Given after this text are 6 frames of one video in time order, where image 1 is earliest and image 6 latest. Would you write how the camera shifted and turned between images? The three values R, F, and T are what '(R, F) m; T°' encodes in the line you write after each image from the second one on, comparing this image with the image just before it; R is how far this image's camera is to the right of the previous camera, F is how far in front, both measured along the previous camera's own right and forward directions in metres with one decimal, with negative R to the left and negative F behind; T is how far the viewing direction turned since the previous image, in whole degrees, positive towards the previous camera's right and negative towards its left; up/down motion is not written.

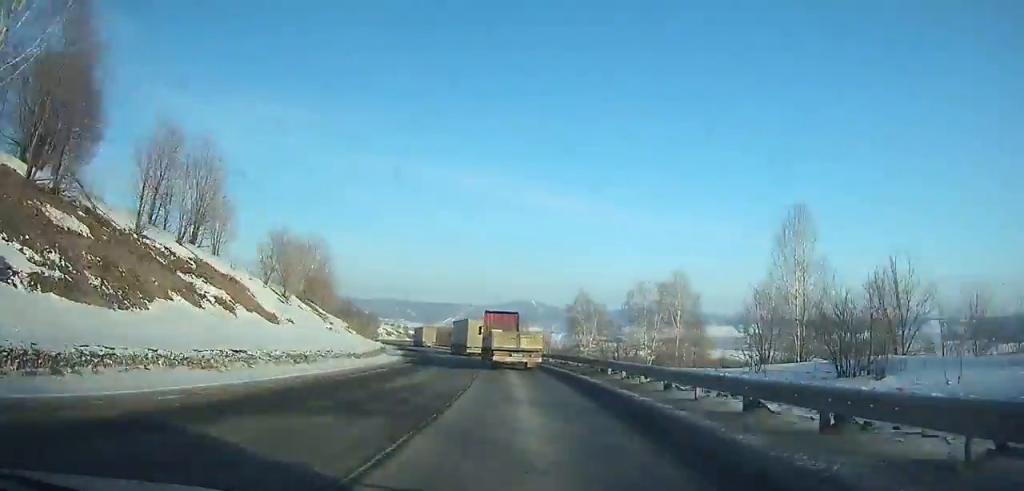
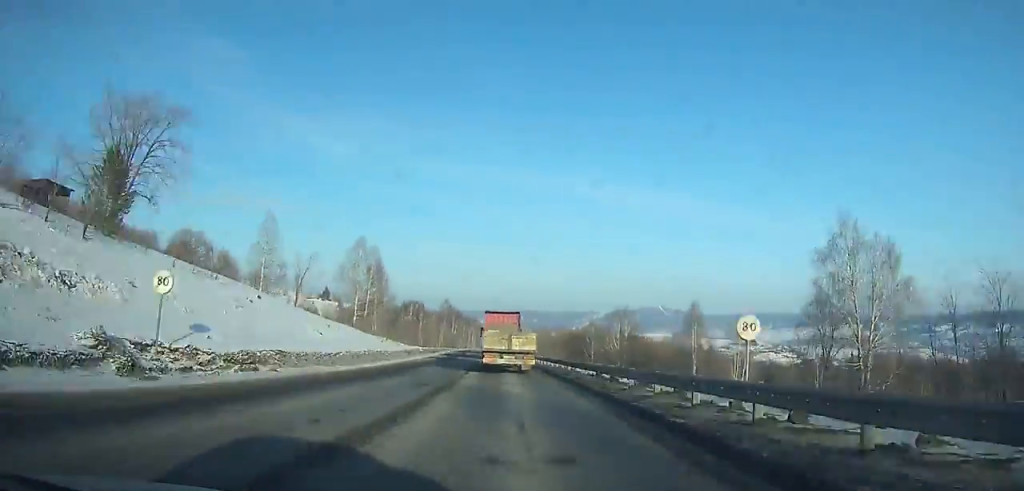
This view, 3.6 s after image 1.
(-5.9, +65.9) m; -8°
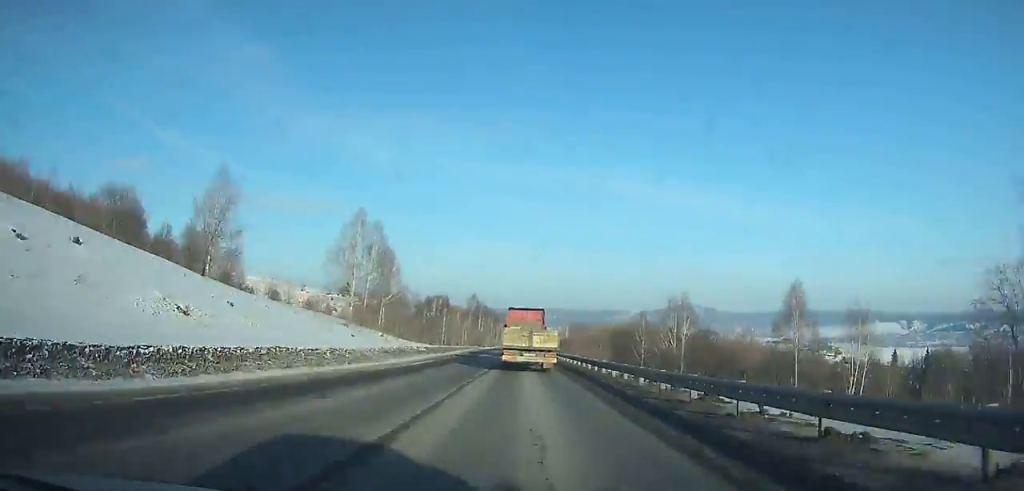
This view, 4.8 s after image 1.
(-0.5, +22.2) m; -2°
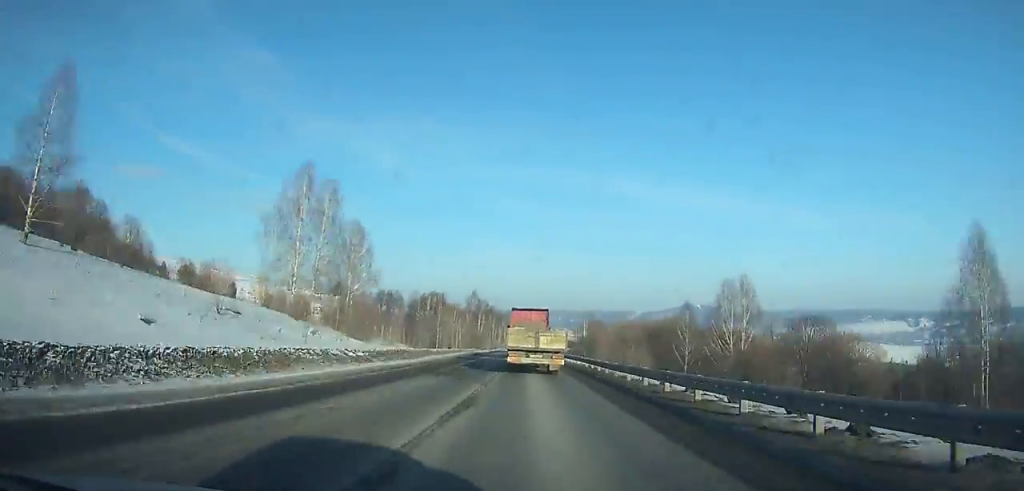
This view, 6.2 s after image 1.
(-0.3, +25.8) m; -1°
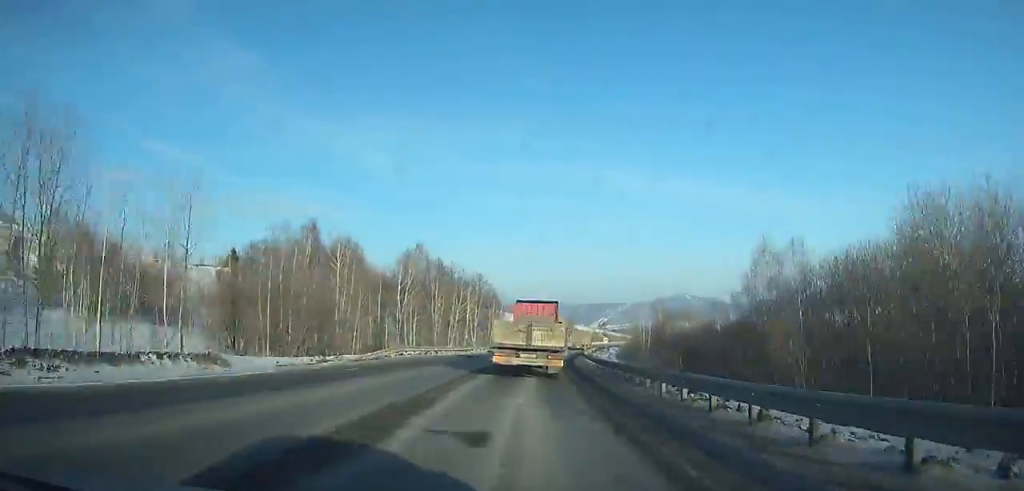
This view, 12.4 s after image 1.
(-0.3, +111.5) m; +3°
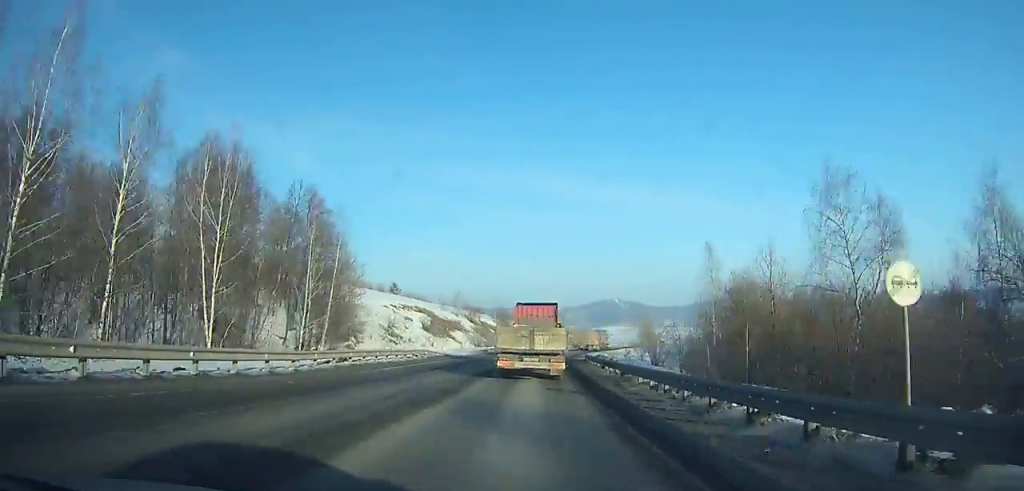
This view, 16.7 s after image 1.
(+3.7, +73.0) m; +6°
